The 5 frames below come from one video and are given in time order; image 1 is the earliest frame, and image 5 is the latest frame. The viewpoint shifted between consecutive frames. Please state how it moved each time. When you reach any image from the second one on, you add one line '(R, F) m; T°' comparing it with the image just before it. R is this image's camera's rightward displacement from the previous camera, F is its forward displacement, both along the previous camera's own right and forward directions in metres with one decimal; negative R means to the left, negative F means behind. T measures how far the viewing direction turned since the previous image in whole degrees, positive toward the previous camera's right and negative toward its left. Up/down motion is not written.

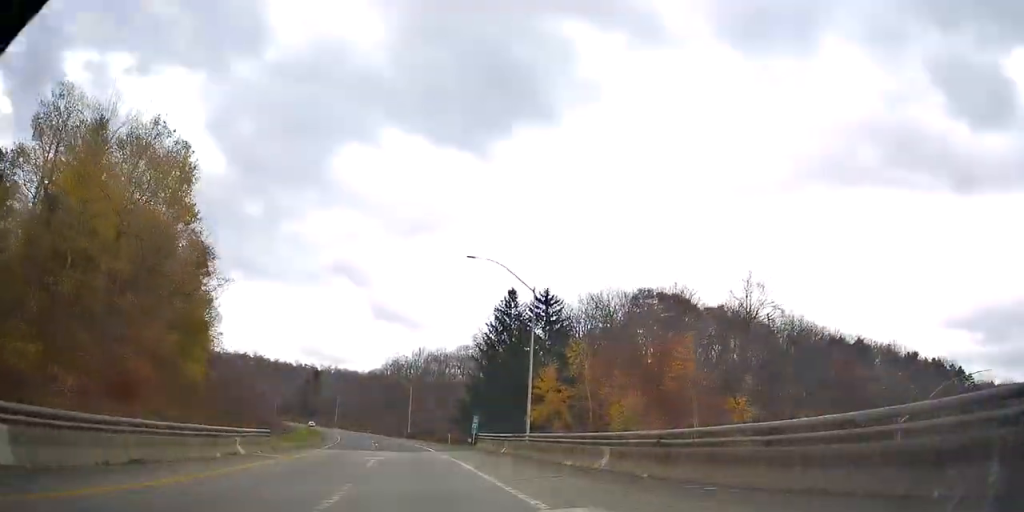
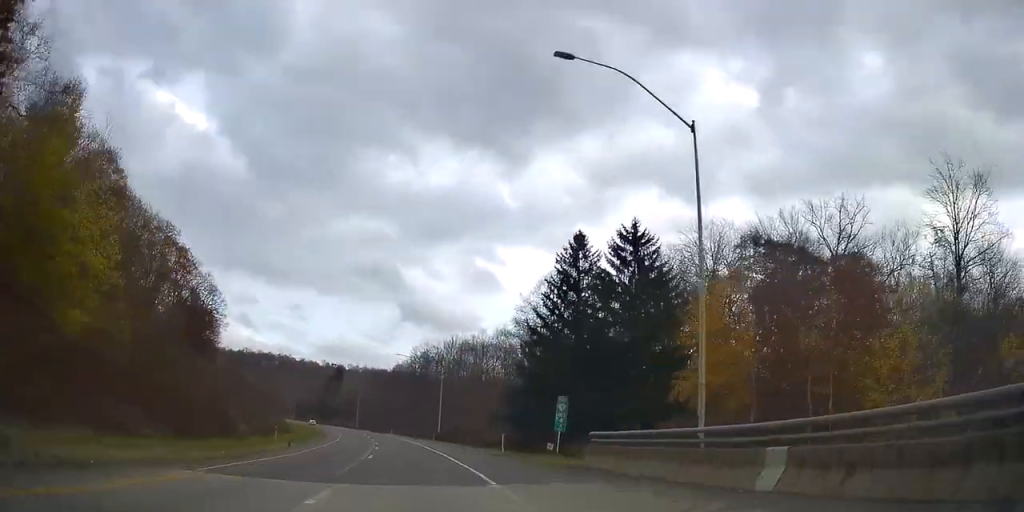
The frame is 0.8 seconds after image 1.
(-0.4, +23.9) m; -3°
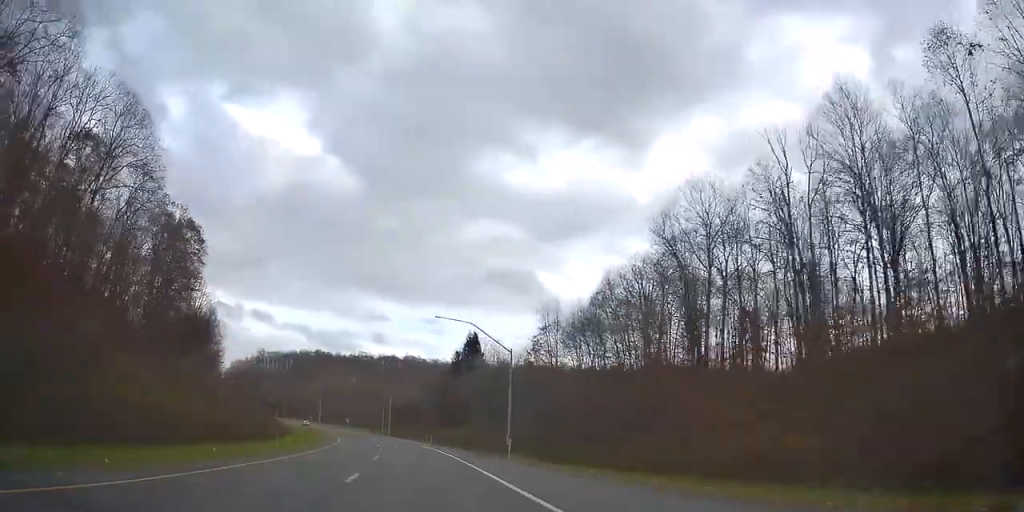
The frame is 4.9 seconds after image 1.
(-16.4, +121.8) m; -16°
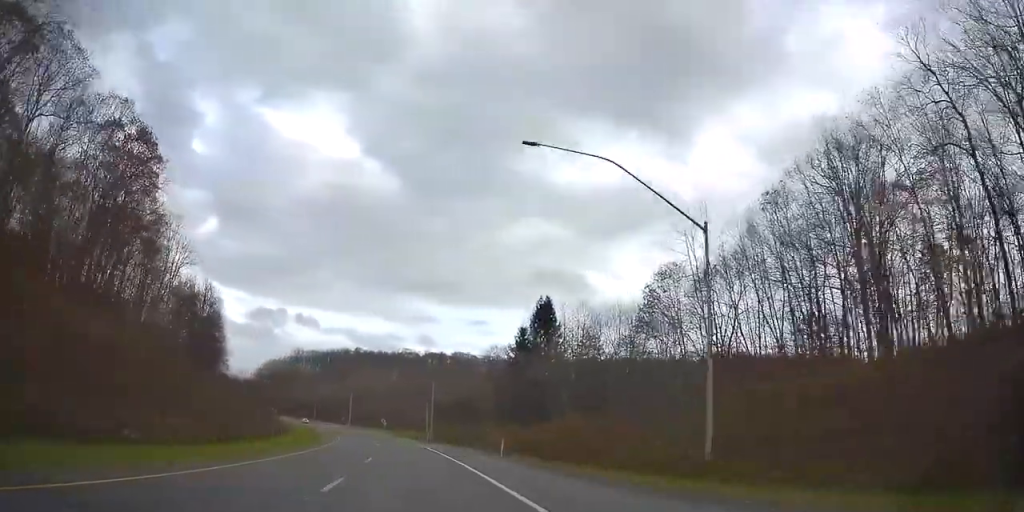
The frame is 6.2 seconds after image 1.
(-1.9, +40.2) m; -5°
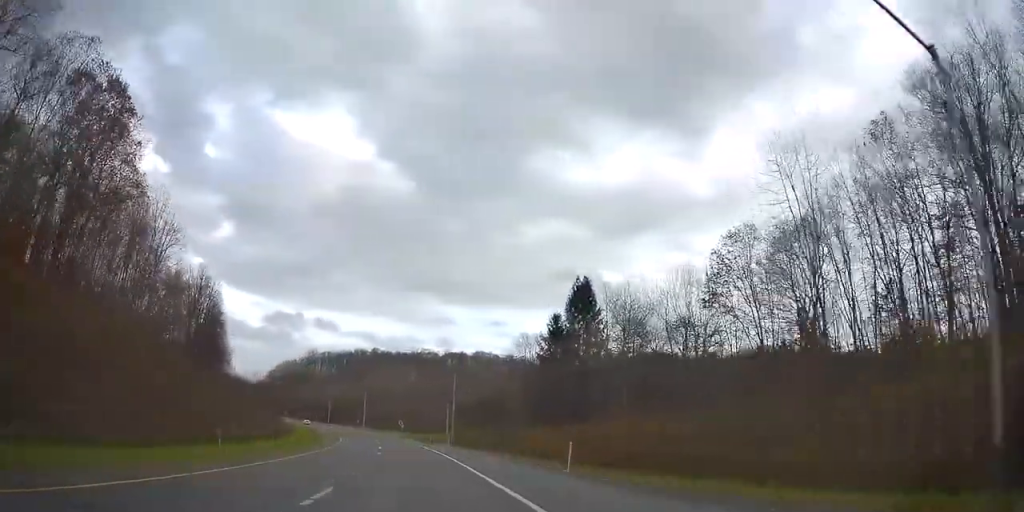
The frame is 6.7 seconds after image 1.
(-0.2, +14.8) m; -1°
